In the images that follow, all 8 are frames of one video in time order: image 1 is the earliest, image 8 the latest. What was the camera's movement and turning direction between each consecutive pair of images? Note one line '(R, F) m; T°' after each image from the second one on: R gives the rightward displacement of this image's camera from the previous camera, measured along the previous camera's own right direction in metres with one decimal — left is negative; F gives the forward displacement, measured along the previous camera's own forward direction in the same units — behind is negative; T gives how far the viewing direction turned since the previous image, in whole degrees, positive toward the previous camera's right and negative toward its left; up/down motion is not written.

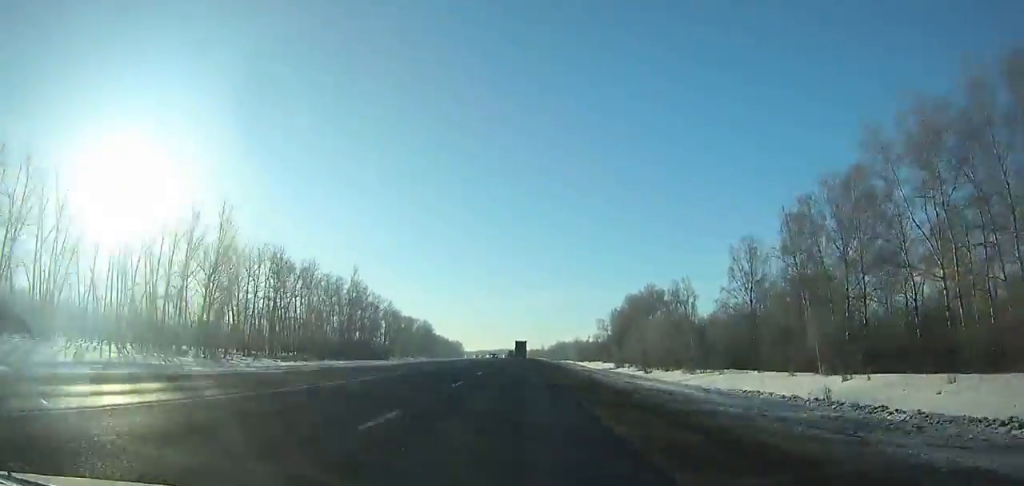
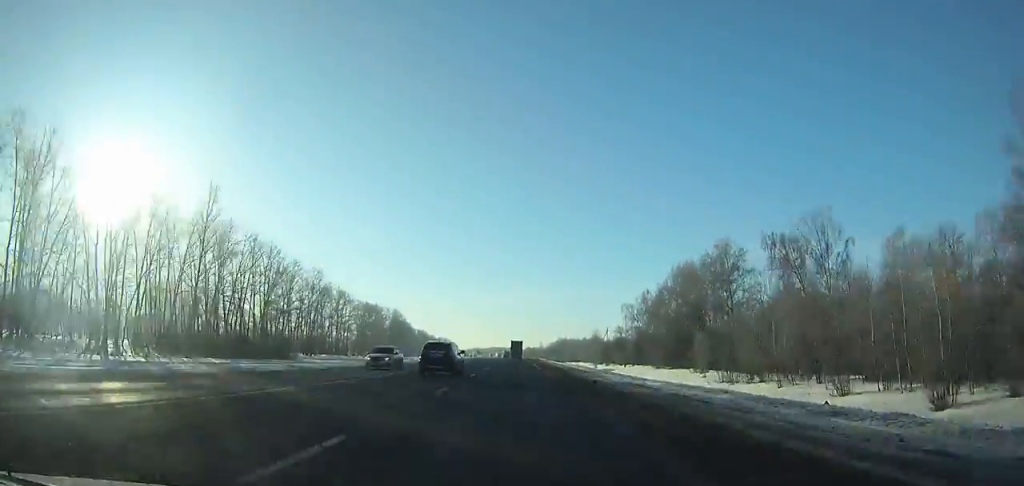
(+0.1, +63.7) m; 0°
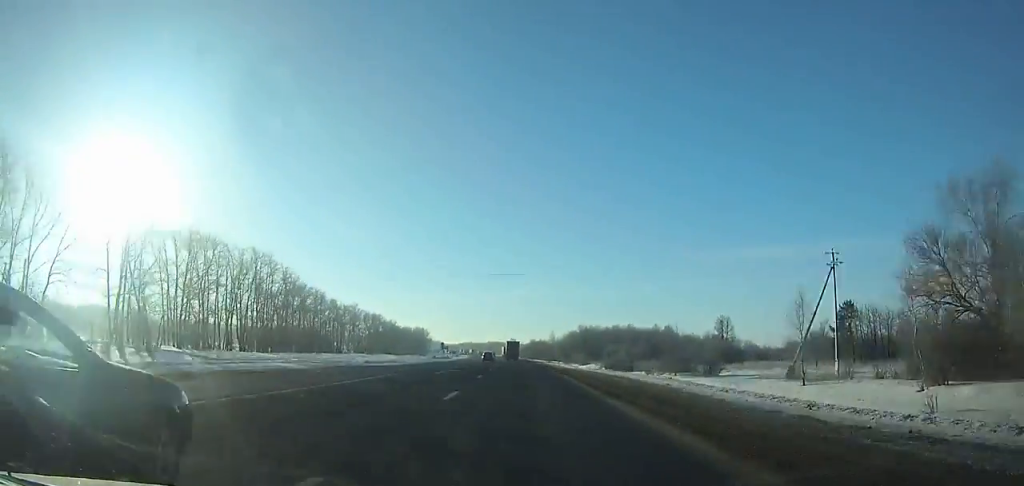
(-0.5, +133.8) m; 0°
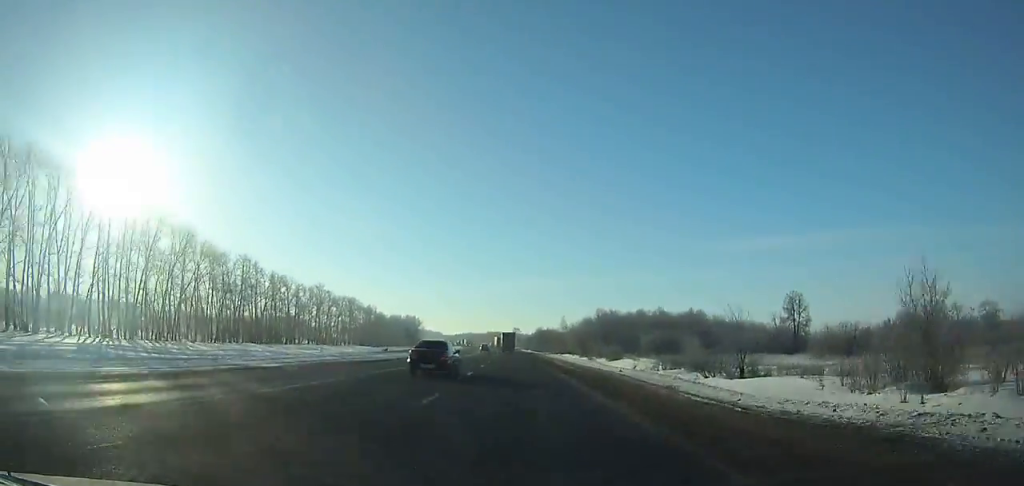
(0.0, +49.6) m; 0°
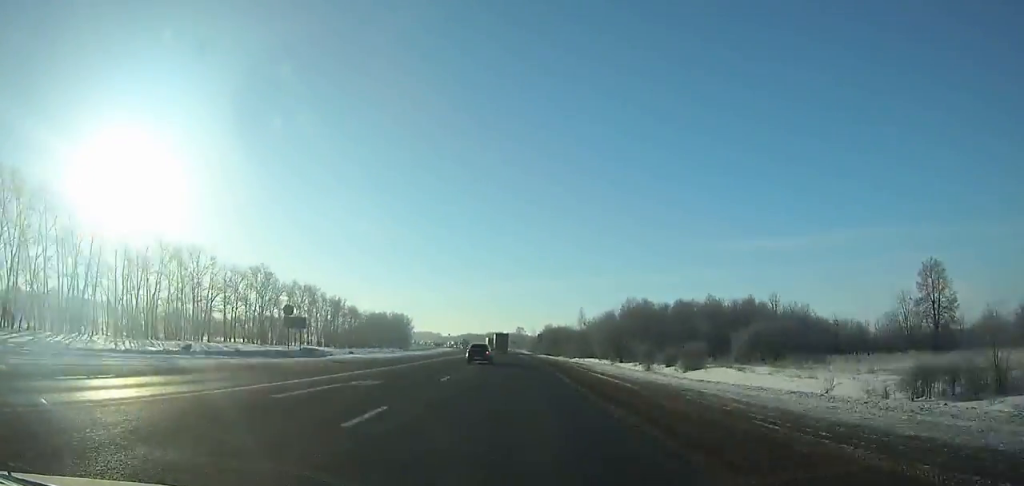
(-0.1, +51.6) m; -1°
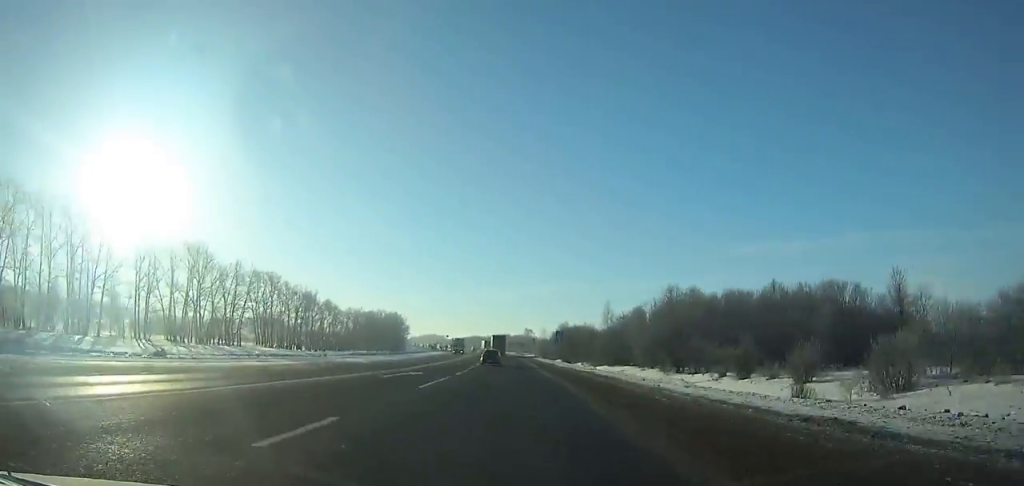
(-0.5, +37.7) m; -1°
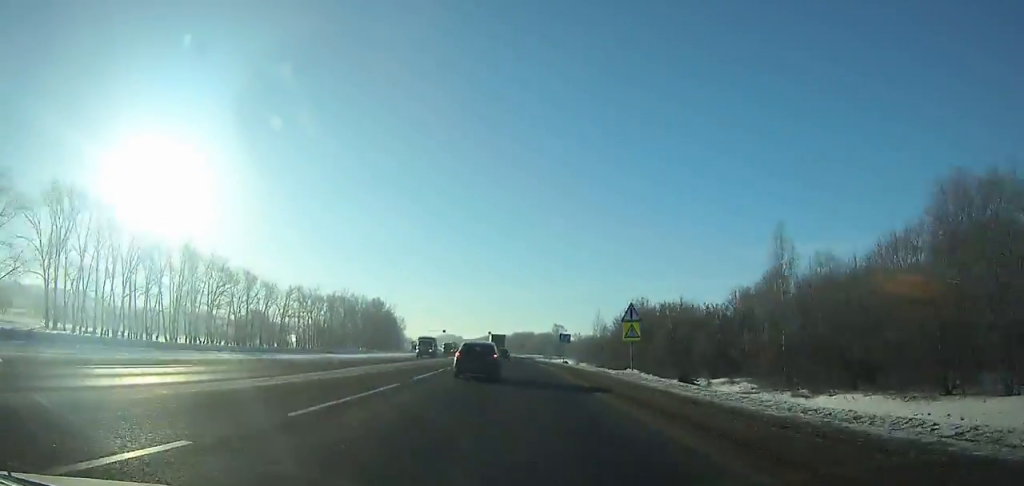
(-0.7, +80.9) m; -2°
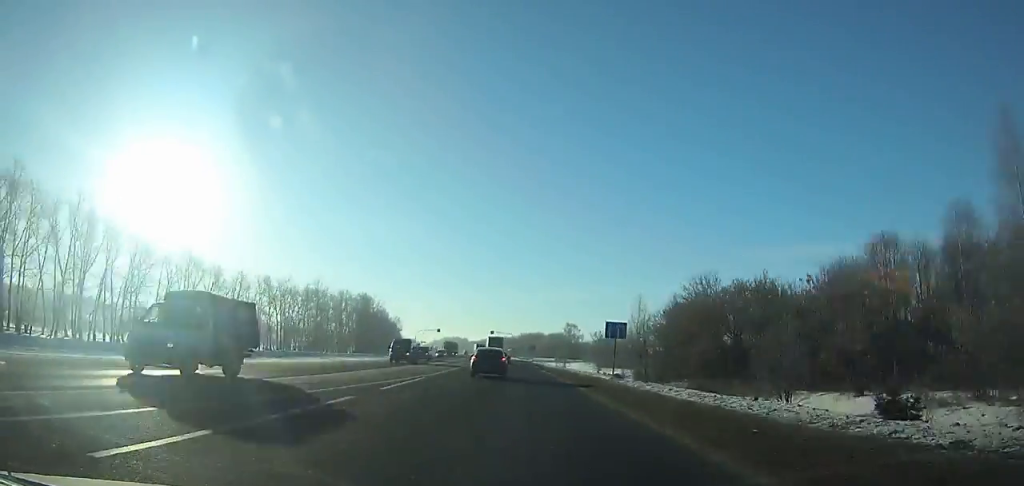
(-0.2, +27.5) m; -1°
